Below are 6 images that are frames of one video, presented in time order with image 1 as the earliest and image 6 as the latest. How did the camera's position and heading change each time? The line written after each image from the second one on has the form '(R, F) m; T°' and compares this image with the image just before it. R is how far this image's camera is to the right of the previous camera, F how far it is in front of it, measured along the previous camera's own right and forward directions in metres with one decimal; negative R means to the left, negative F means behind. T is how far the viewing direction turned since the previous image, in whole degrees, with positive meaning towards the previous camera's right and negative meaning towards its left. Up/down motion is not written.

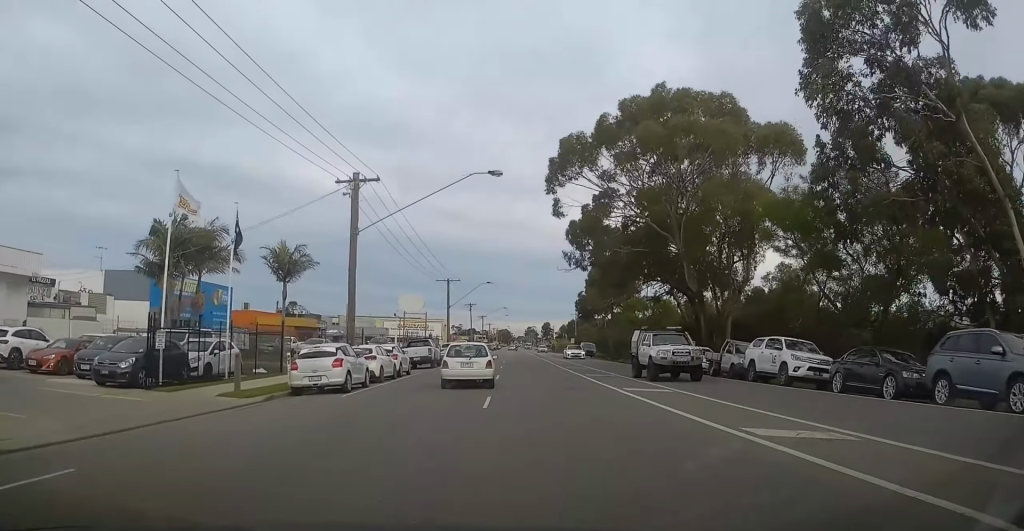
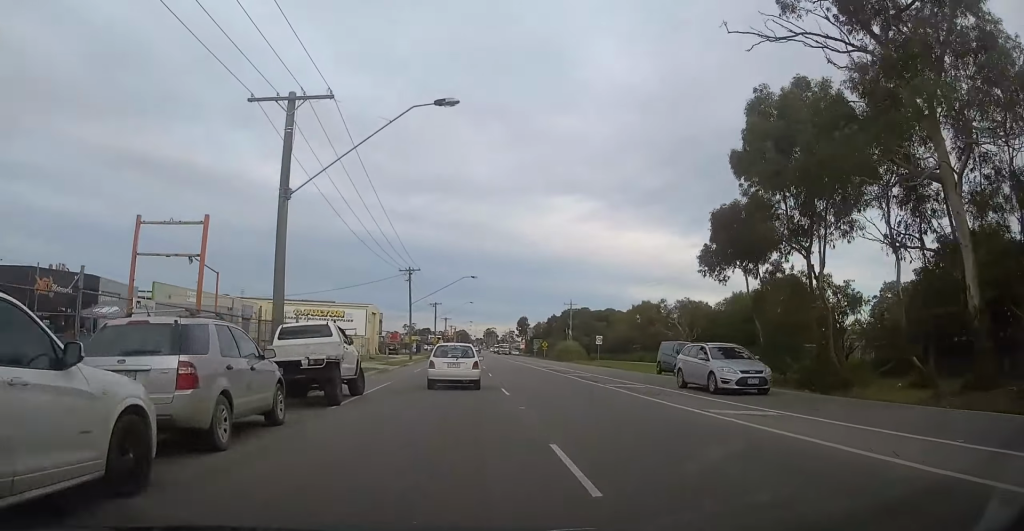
(+0.5, +56.1) m; +2°
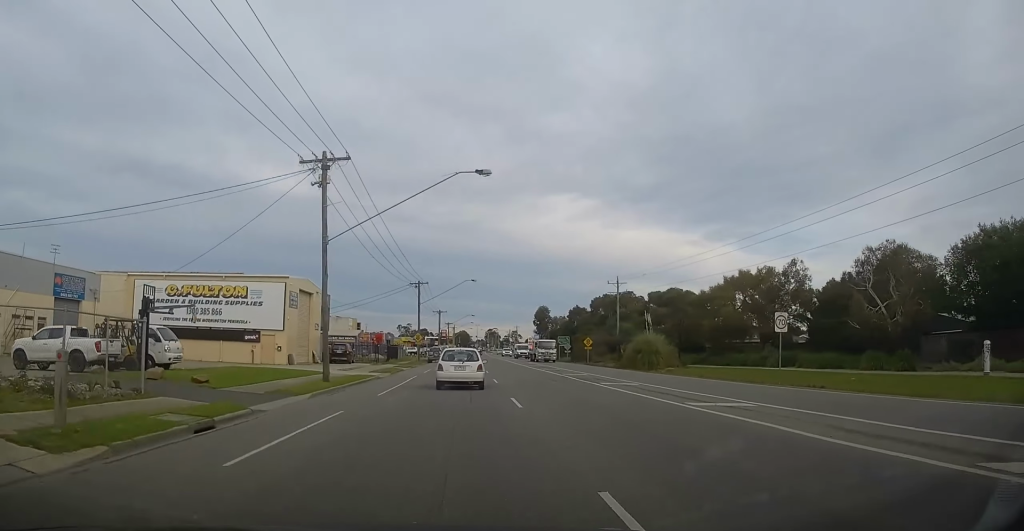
(+0.3, +39.0) m; 0°
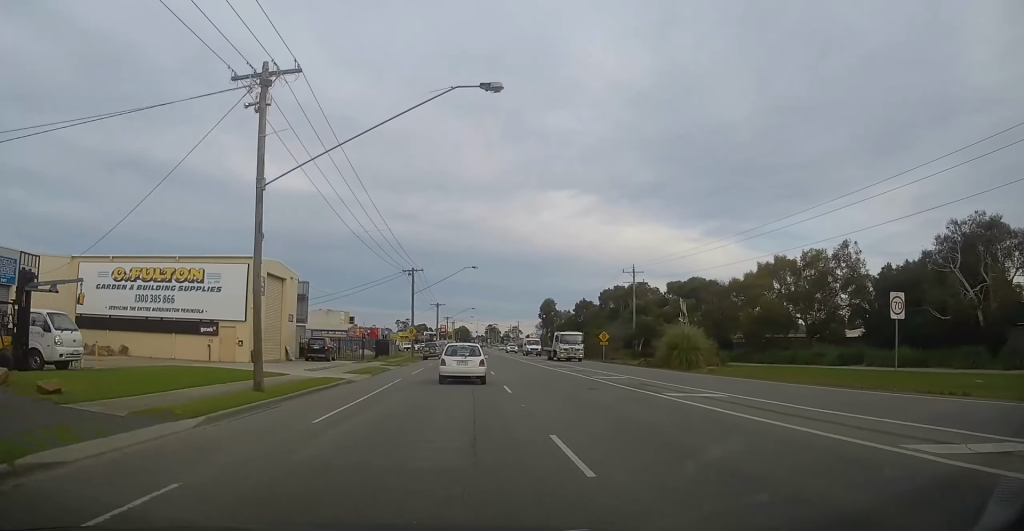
(0.0, +8.2) m; 0°
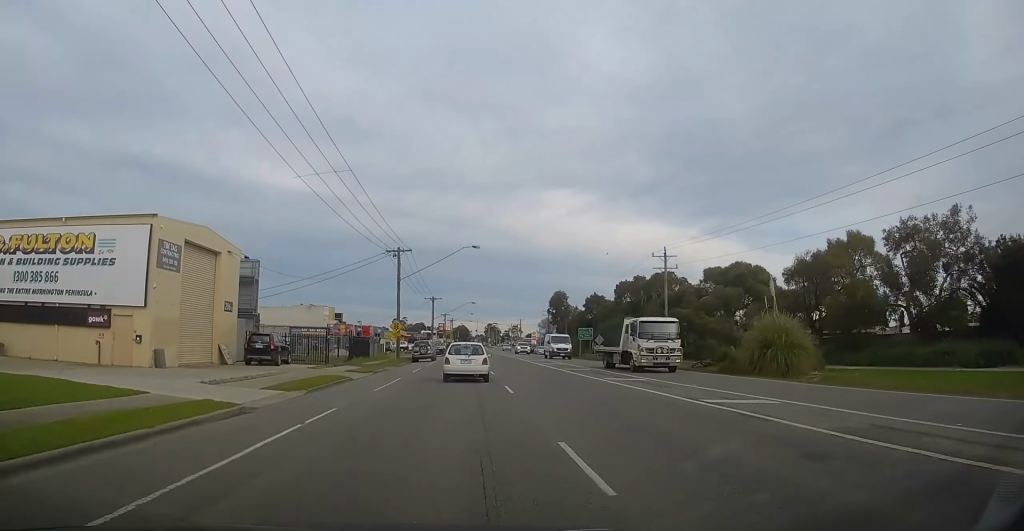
(0.0, +12.8) m; 0°
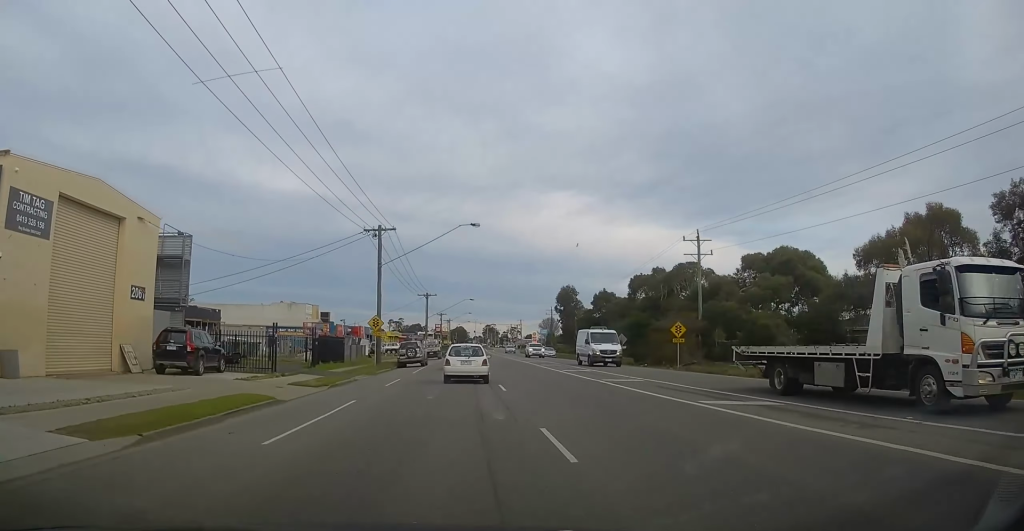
(0.0, +10.3) m; 0°
